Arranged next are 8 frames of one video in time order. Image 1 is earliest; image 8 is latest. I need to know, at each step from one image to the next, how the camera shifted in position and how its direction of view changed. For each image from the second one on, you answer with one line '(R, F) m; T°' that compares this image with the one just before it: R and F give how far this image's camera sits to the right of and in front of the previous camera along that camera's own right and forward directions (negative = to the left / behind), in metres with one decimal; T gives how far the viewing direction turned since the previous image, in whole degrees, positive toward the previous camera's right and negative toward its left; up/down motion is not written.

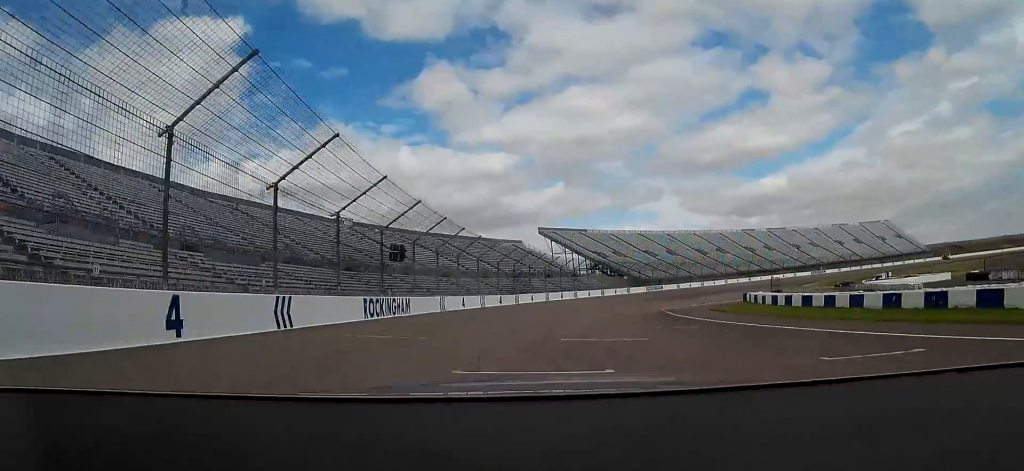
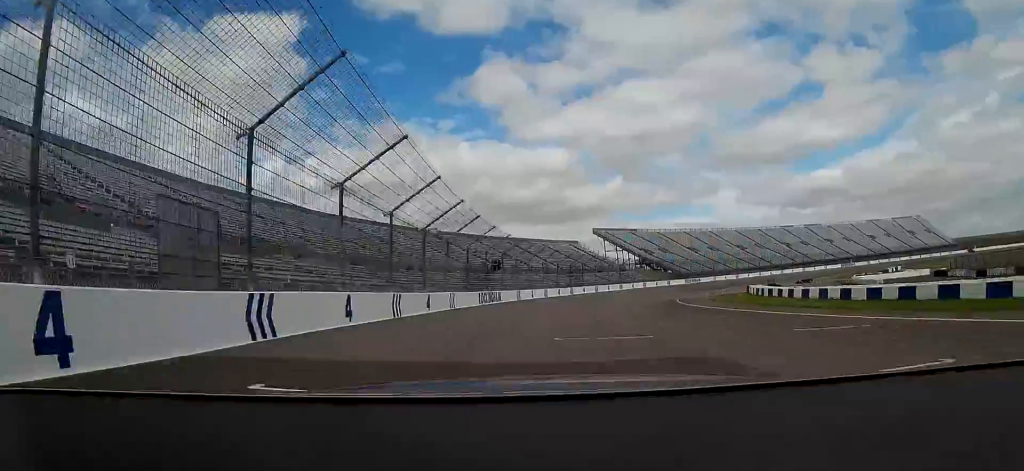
(-0.9, +22.7) m; -4°
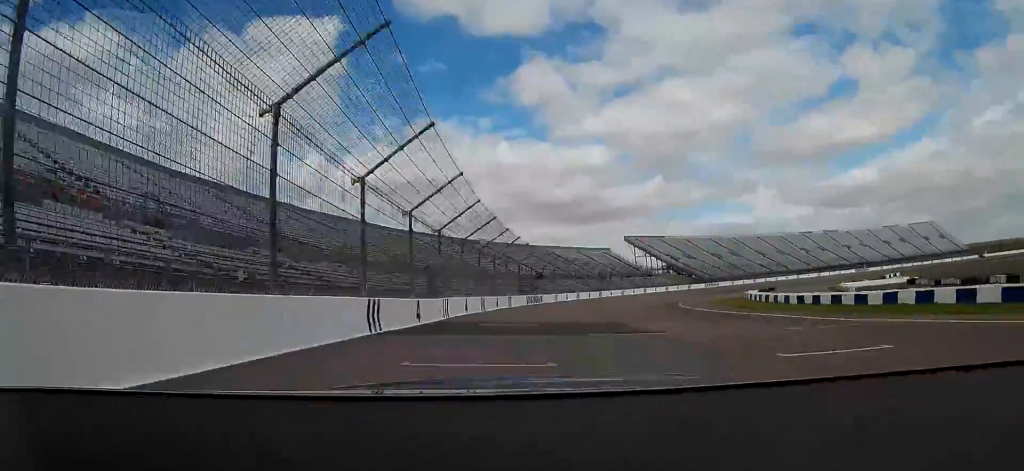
(-0.4, +21.2) m; -3°
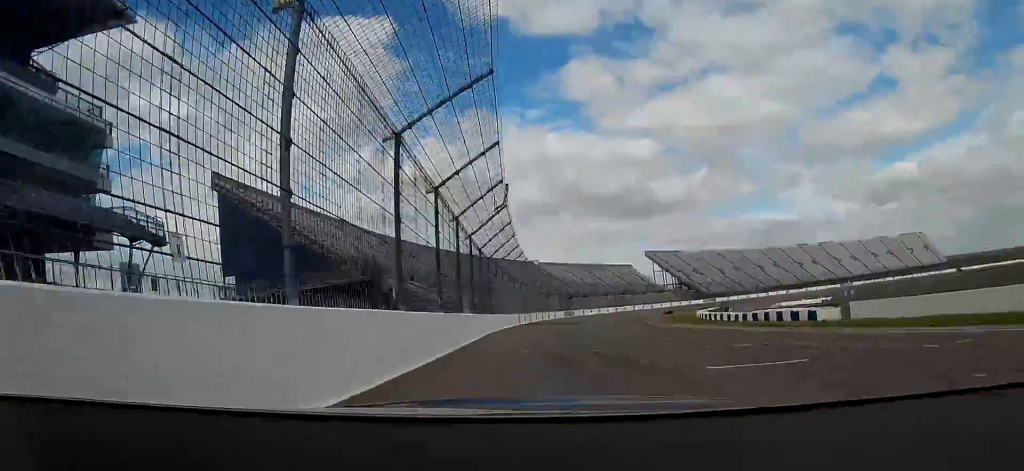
(-3.3, +65.4) m; -4°
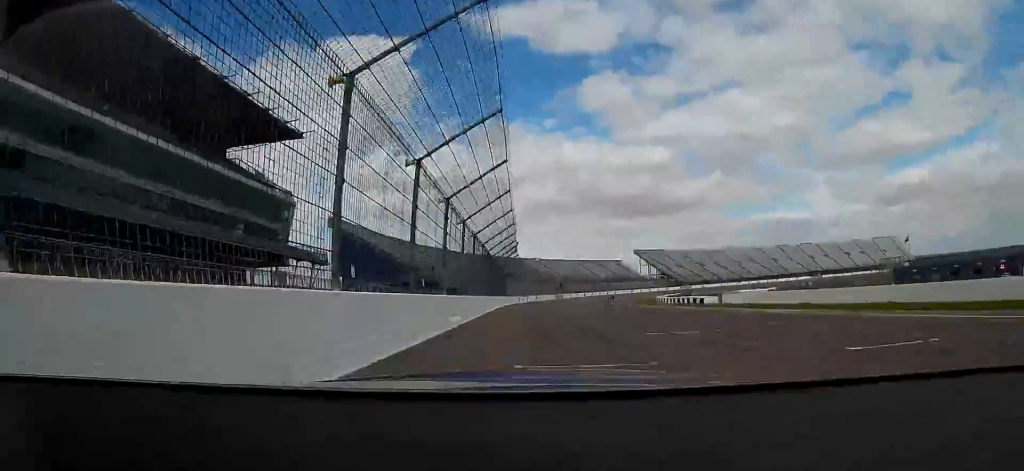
(-0.4, +40.3) m; -1°
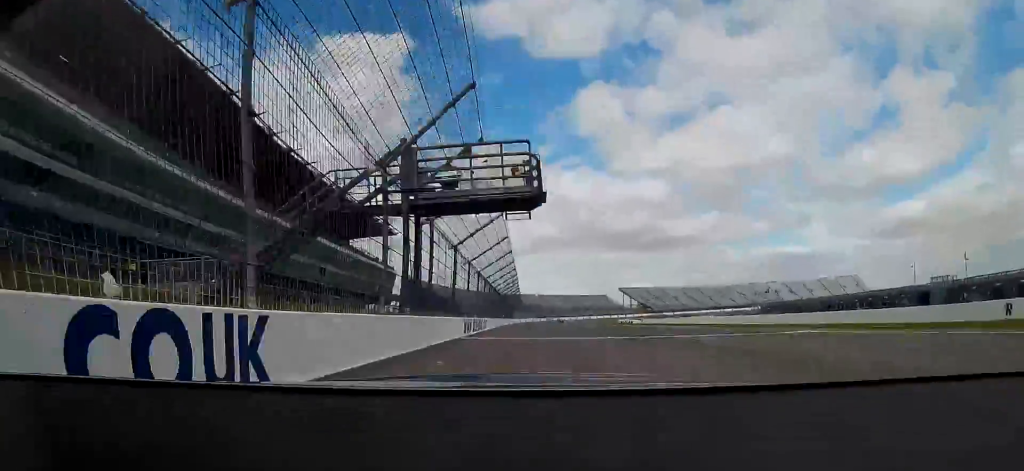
(-0.1, +63.4) m; 0°
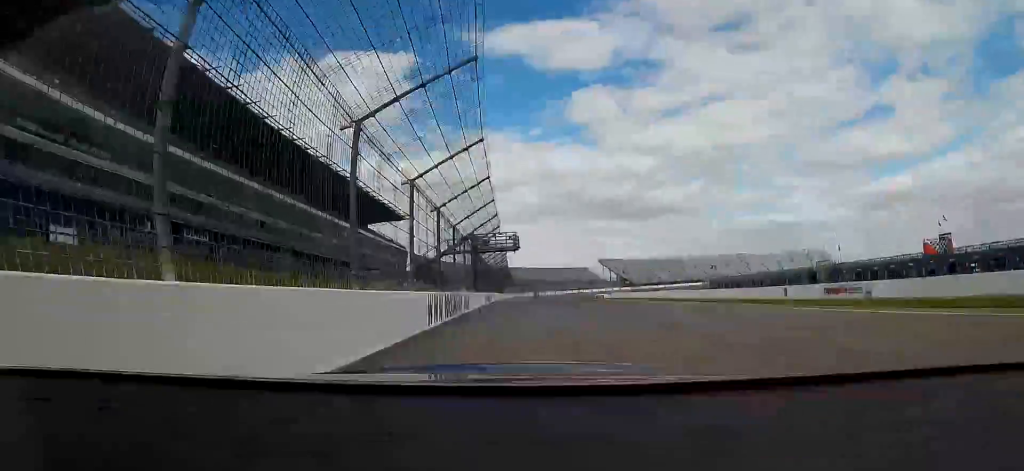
(+0.1, +35.6) m; 0°
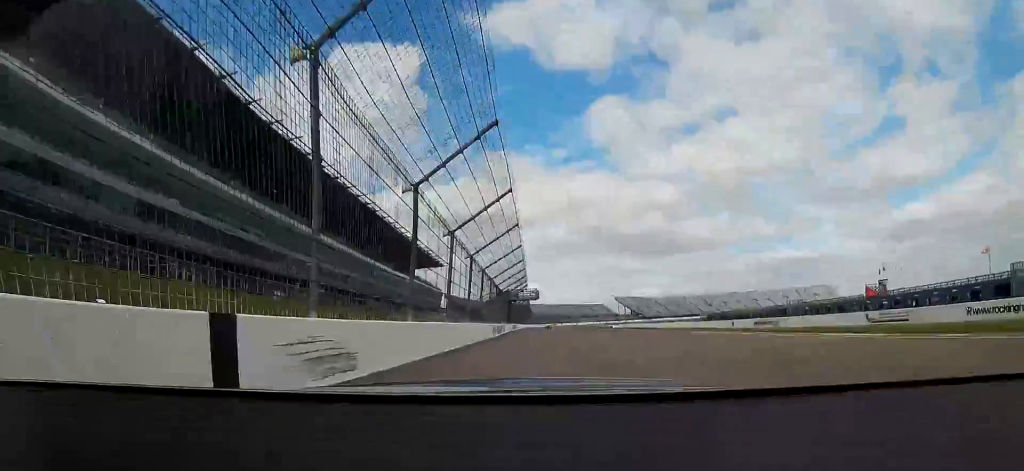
(-0.1, +26.6) m; -1°
